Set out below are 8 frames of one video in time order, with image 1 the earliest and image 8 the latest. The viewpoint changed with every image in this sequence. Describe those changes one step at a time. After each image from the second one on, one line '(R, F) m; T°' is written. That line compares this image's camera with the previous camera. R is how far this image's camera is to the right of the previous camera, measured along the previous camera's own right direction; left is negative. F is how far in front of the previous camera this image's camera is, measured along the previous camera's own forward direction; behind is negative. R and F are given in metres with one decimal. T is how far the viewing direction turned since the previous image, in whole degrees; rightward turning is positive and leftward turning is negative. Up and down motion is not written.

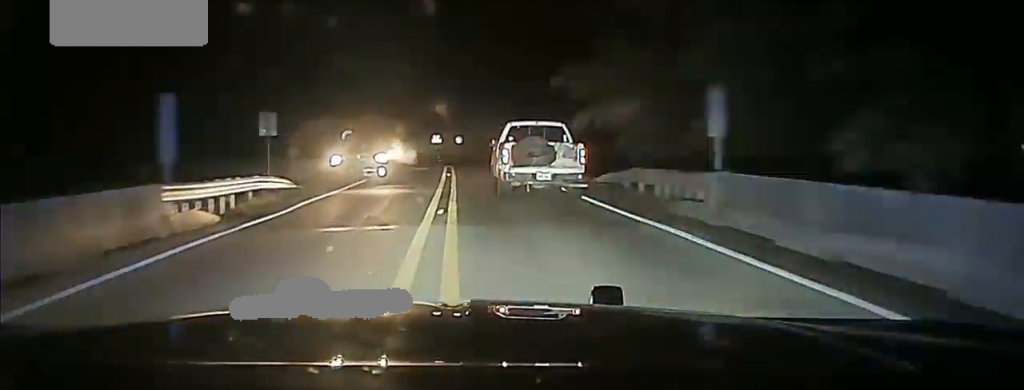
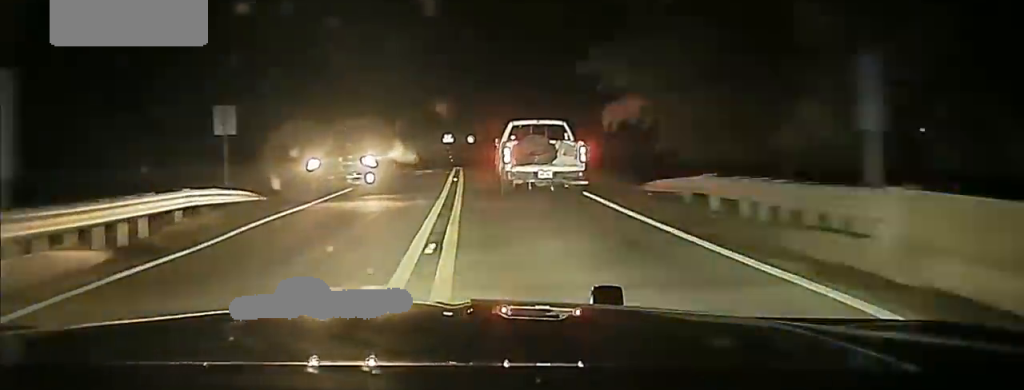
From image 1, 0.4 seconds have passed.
(-0.1, +5.8) m; -1°
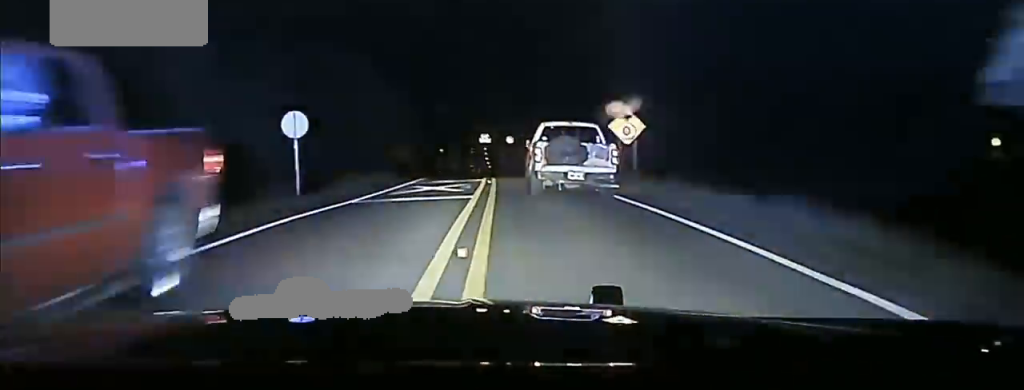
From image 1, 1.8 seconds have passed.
(0.0, +20.1) m; -1°
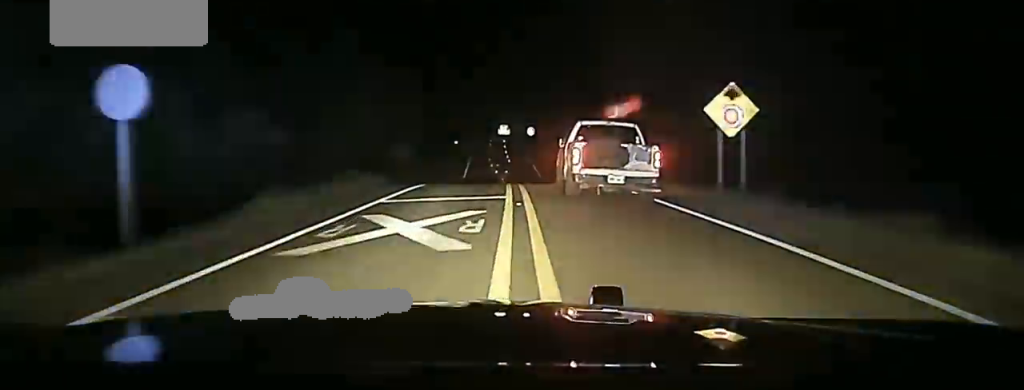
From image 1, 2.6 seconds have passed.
(-0.1, +14.2) m; 0°
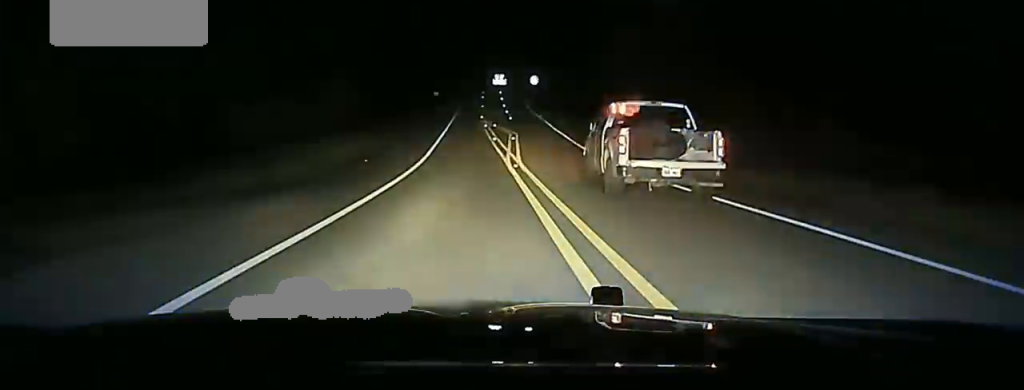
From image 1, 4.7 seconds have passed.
(+0.3, +46.7) m; 0°
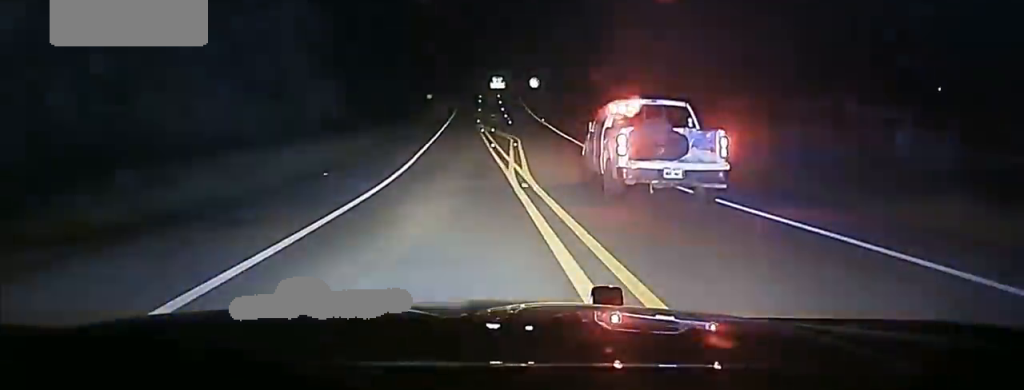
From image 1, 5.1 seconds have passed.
(0.0, +10.3) m; 0°
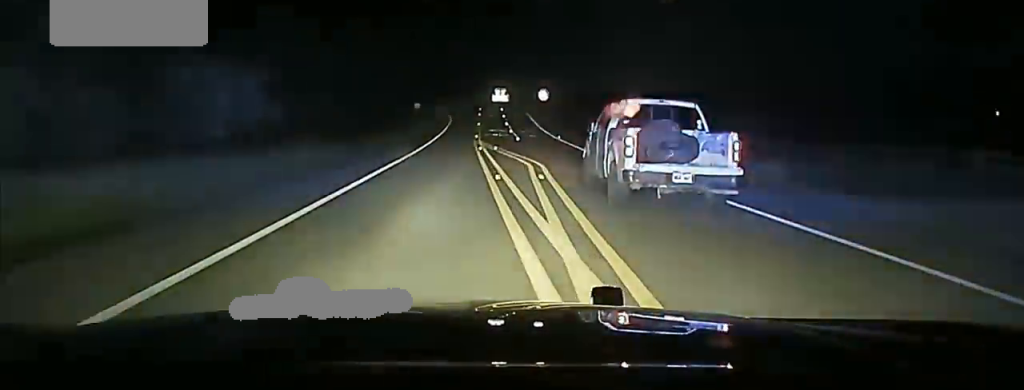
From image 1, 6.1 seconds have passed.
(0.0, +23.2) m; 0°
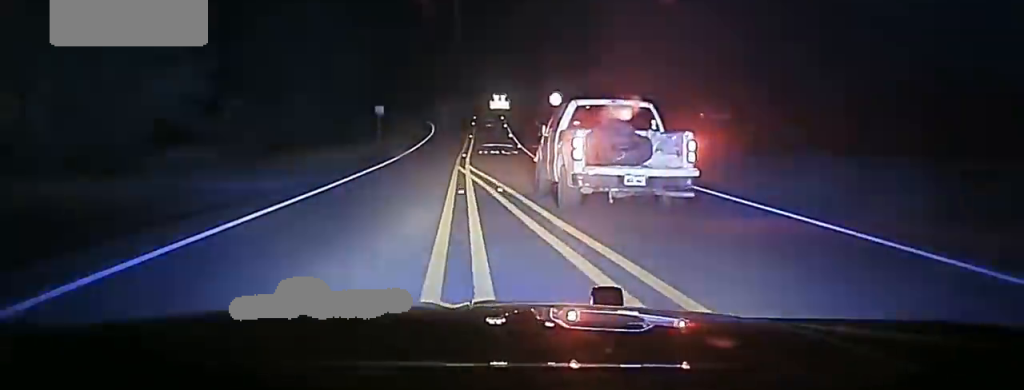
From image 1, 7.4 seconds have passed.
(0.0, +28.3) m; 0°
